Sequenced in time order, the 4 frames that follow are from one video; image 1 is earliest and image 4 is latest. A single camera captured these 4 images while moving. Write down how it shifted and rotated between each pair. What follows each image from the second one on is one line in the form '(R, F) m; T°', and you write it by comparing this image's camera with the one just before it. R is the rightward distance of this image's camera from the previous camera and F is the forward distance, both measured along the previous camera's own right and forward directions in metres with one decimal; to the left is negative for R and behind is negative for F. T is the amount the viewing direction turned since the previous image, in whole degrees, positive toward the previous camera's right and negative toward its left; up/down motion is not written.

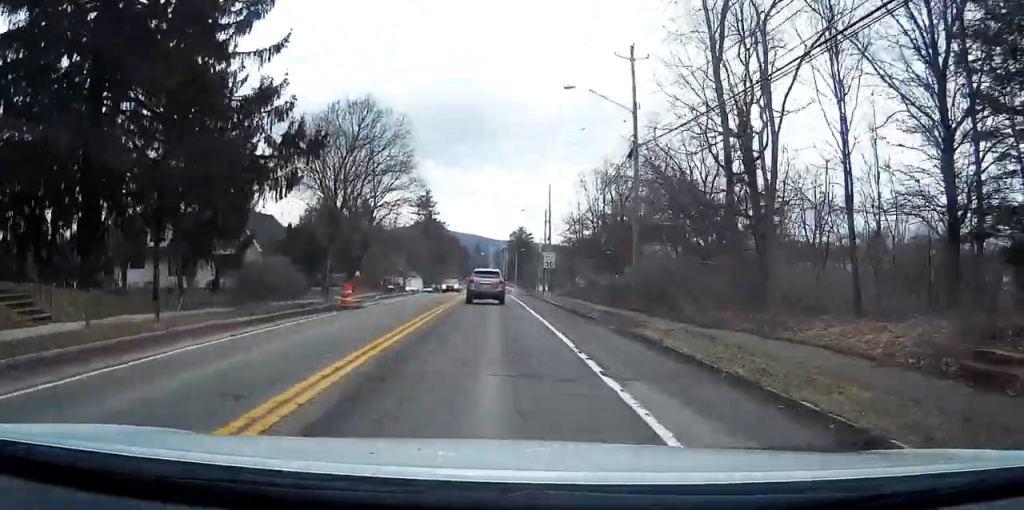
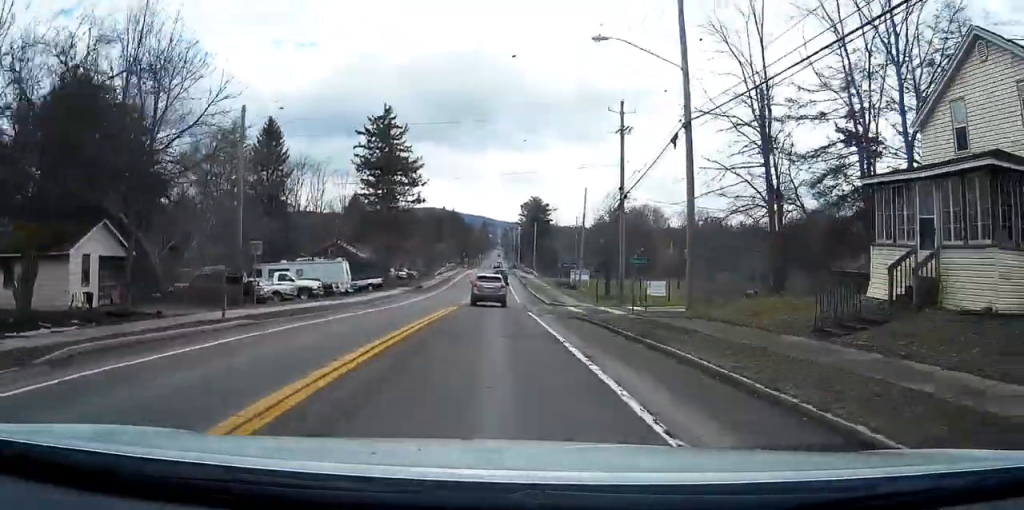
(-0.2, +64.4) m; -1°
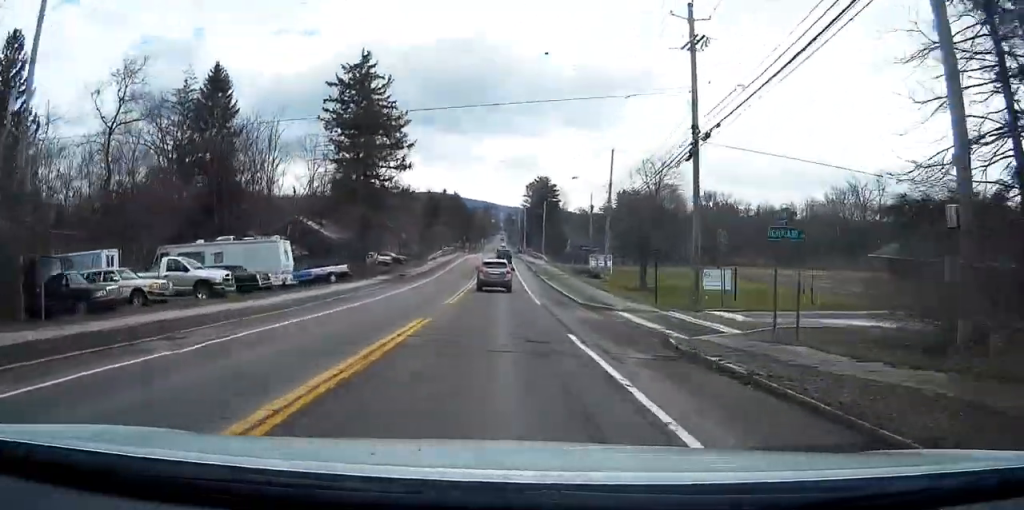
(-0.3, +17.1) m; -1°
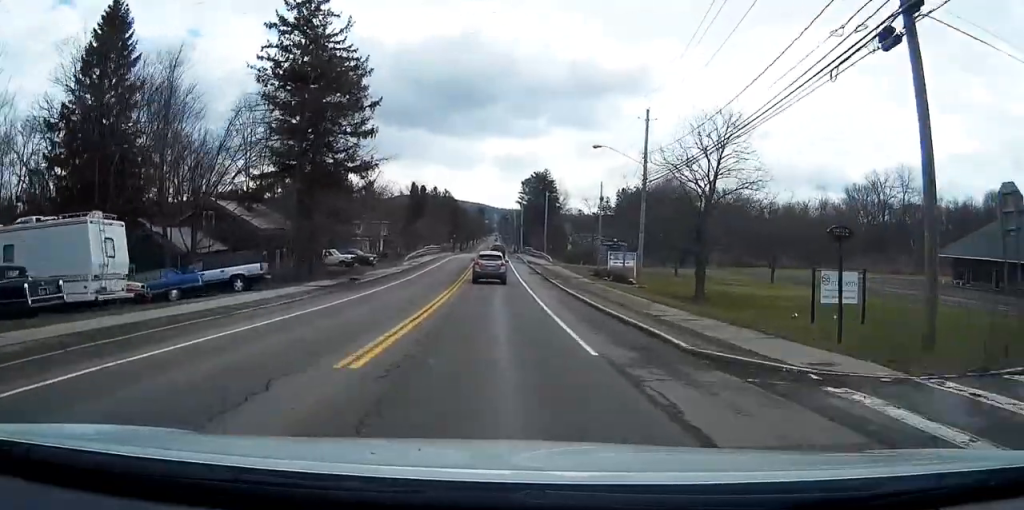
(0.0, +18.1) m; +1°
